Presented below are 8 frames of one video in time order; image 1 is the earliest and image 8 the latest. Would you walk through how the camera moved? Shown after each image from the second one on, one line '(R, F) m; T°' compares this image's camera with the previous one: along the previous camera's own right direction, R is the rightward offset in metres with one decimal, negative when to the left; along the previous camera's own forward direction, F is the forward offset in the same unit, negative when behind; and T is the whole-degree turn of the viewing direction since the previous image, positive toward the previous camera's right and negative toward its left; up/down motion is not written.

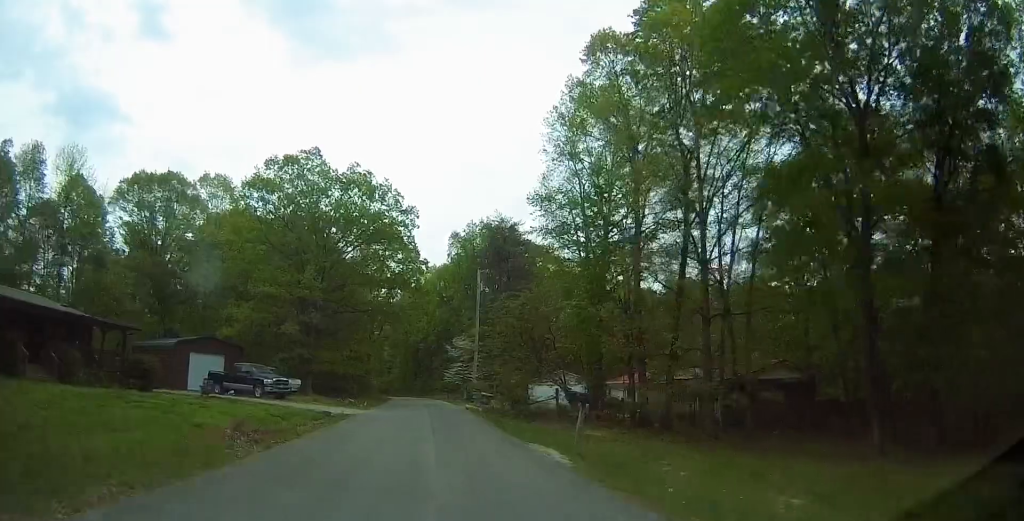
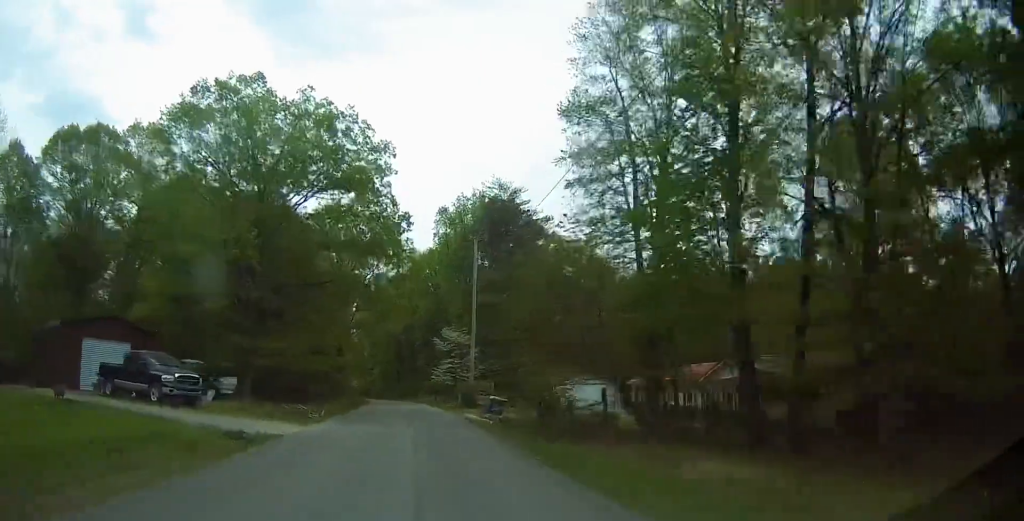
(+0.2, +13.0) m; +2°
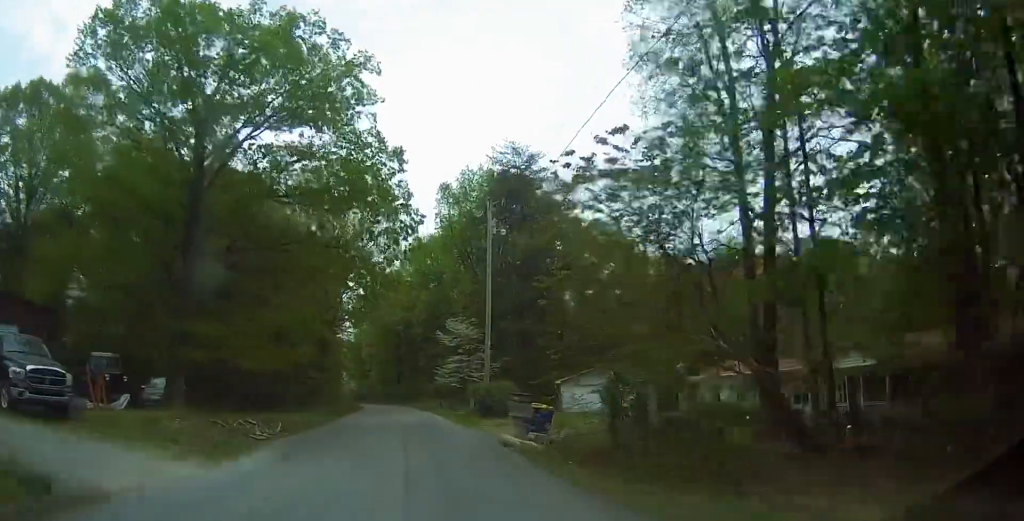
(+0.2, +10.0) m; 0°
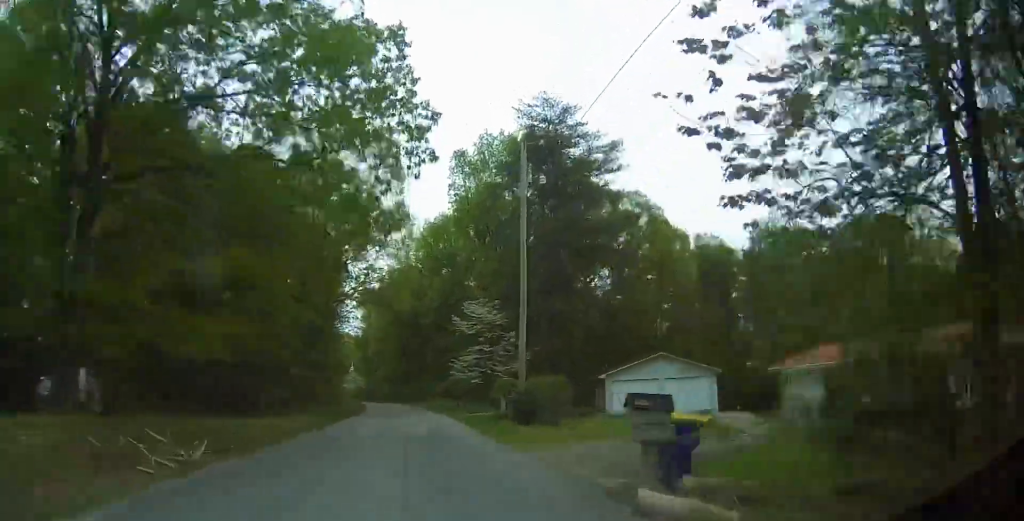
(-0.4, +8.8) m; 0°
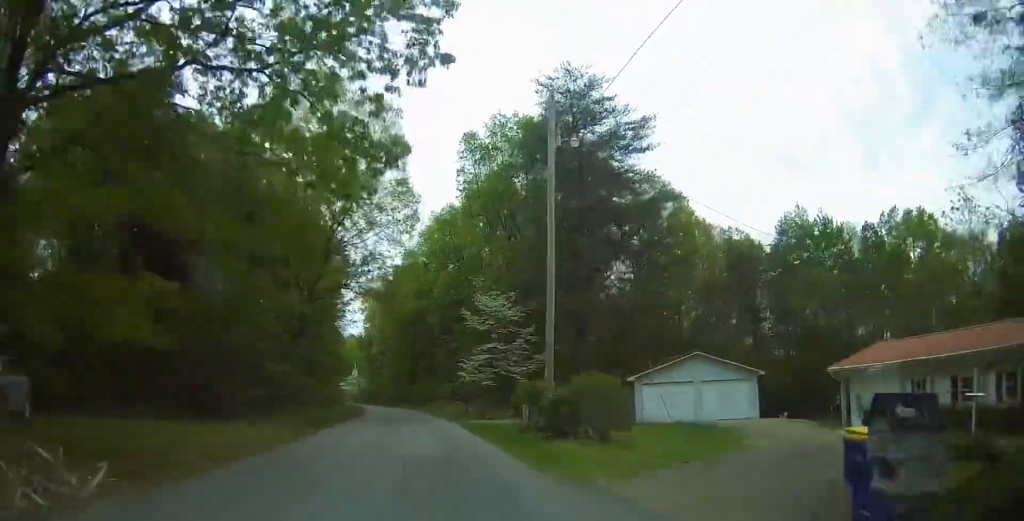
(+0.2, +4.7) m; 0°
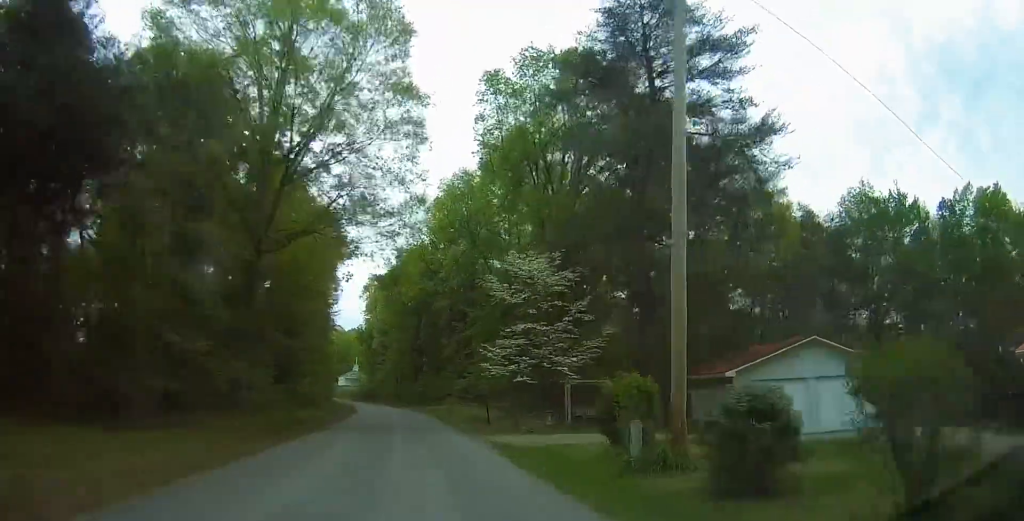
(+0.1, +10.9) m; -1°
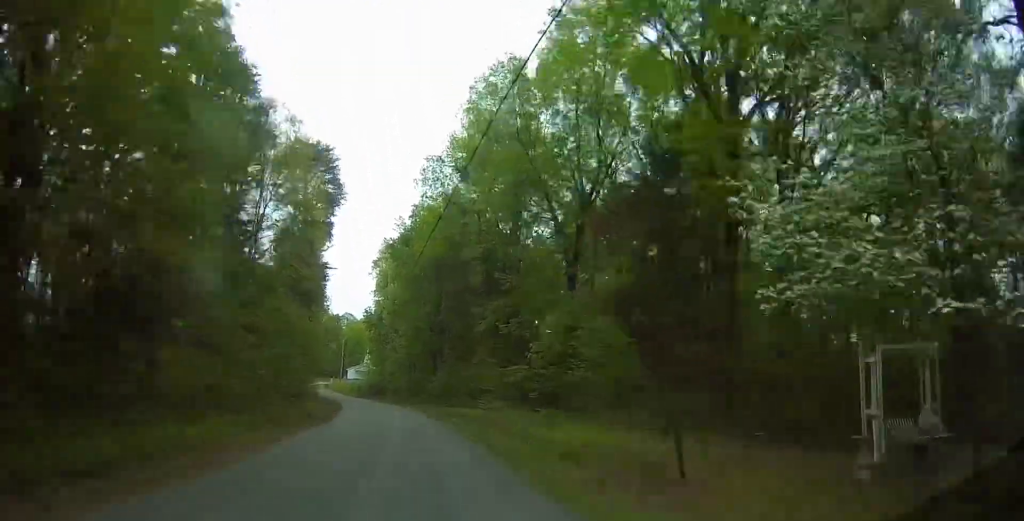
(-0.6, +21.1) m; -2°
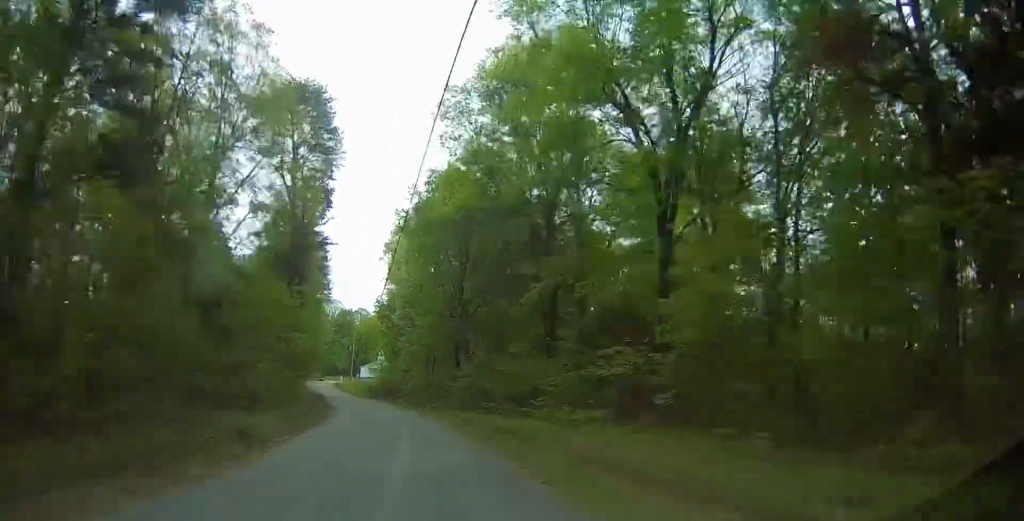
(0.0, +12.5) m; +1°
